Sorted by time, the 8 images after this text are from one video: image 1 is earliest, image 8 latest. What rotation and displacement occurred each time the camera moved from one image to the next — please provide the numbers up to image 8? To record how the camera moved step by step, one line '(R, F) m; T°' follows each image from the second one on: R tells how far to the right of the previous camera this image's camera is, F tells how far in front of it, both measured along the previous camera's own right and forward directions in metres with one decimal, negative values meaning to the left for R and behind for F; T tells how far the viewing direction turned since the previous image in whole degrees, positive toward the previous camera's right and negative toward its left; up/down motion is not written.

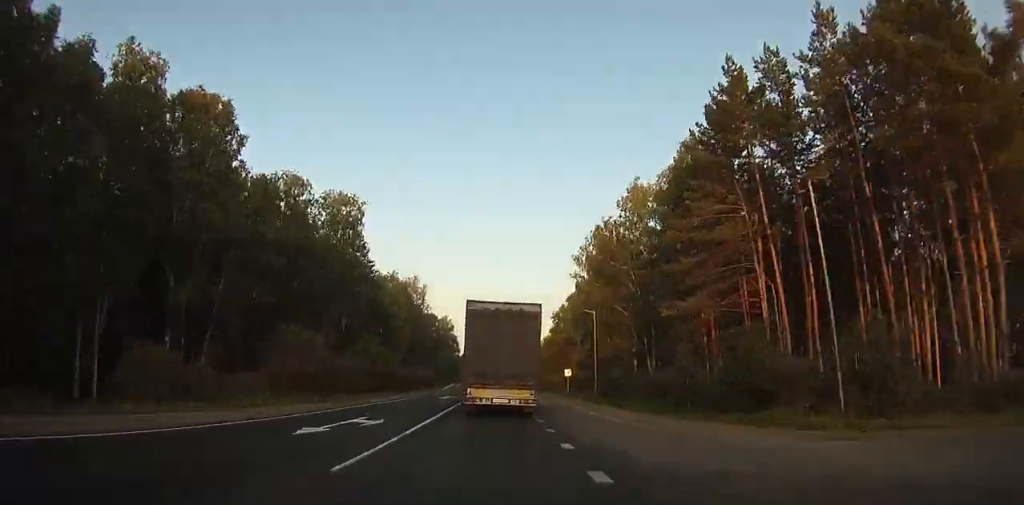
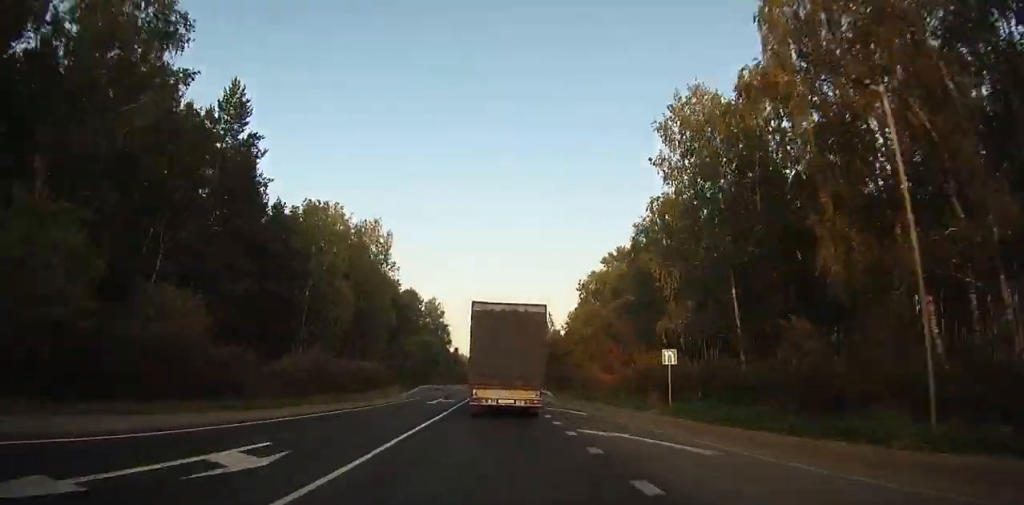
(+0.1, +42.9) m; 0°
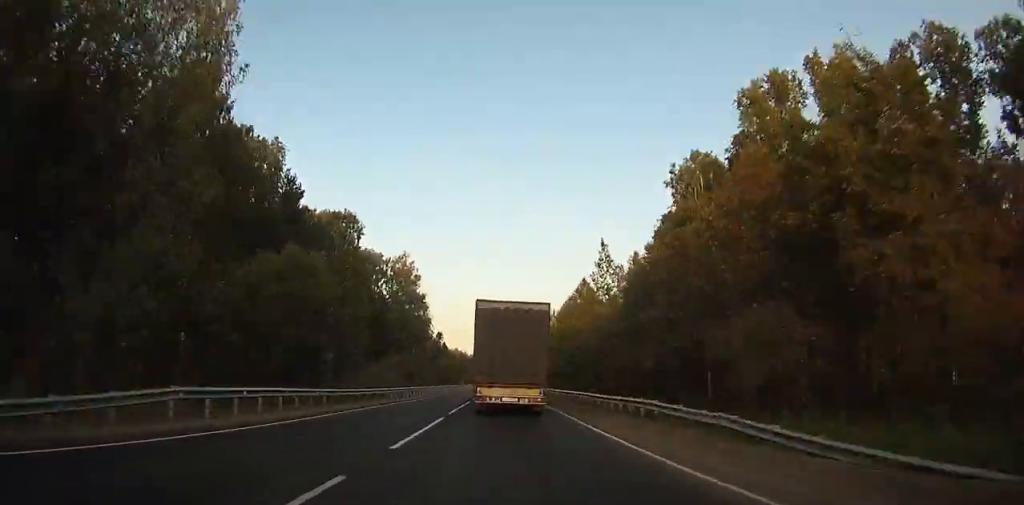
(-0.1, +51.5) m; -1°
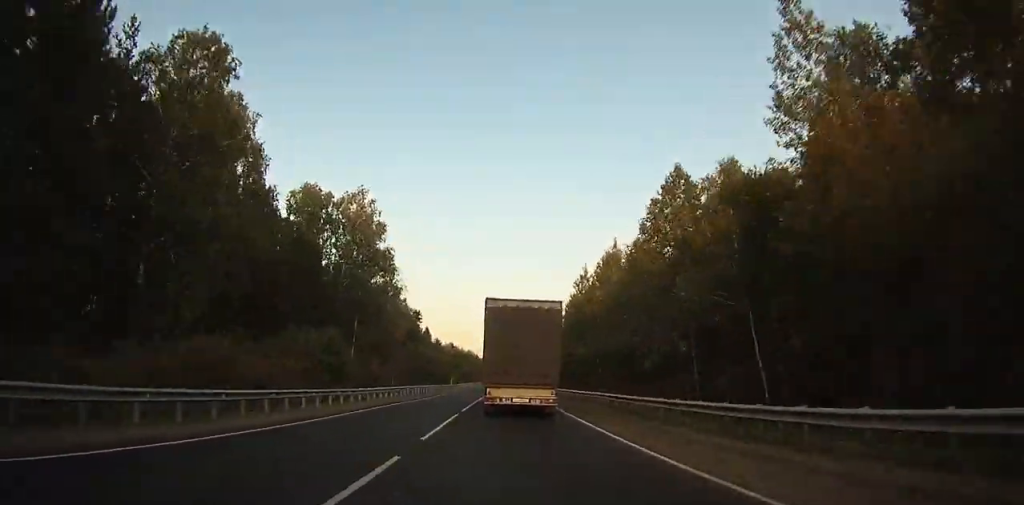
(-0.2, +37.8) m; 0°
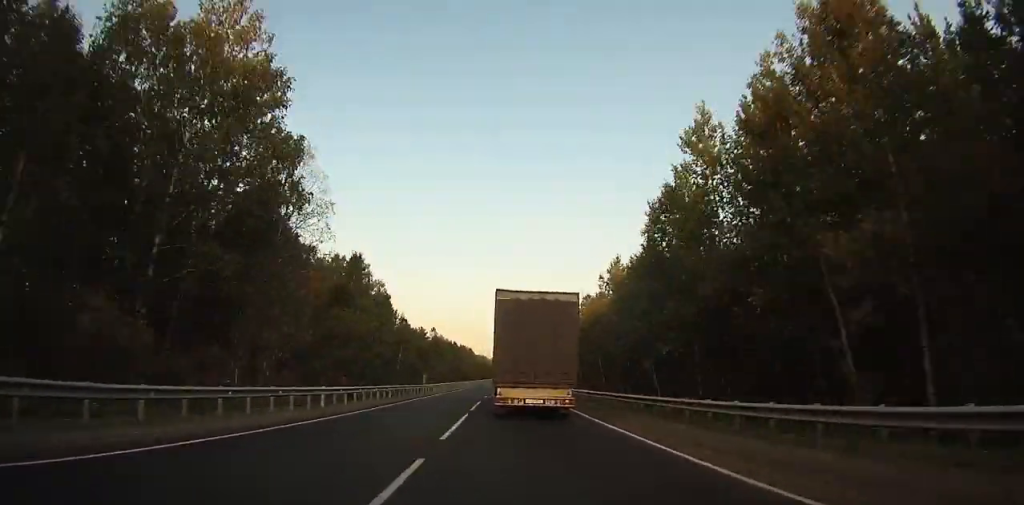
(0.0, +37.8) m; 0°
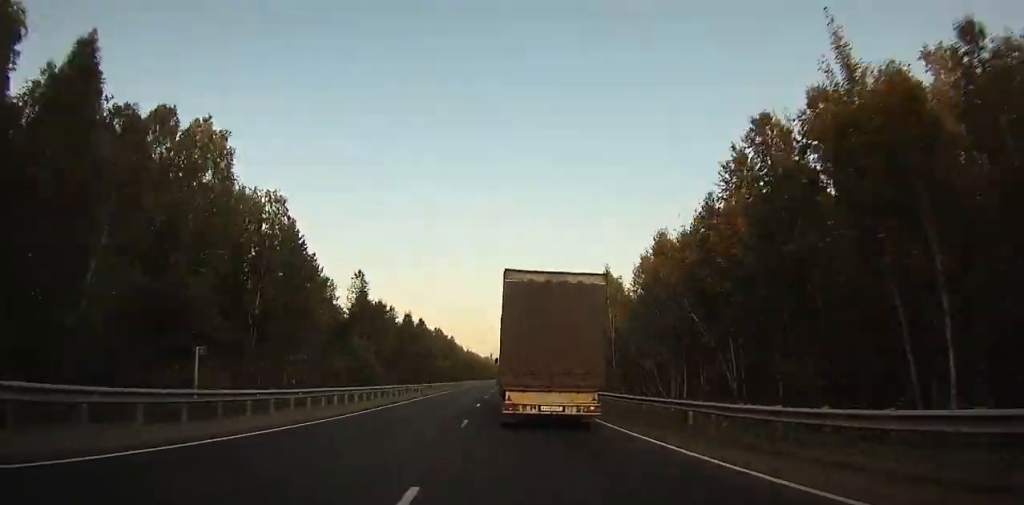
(-0.5, +51.4) m; 0°
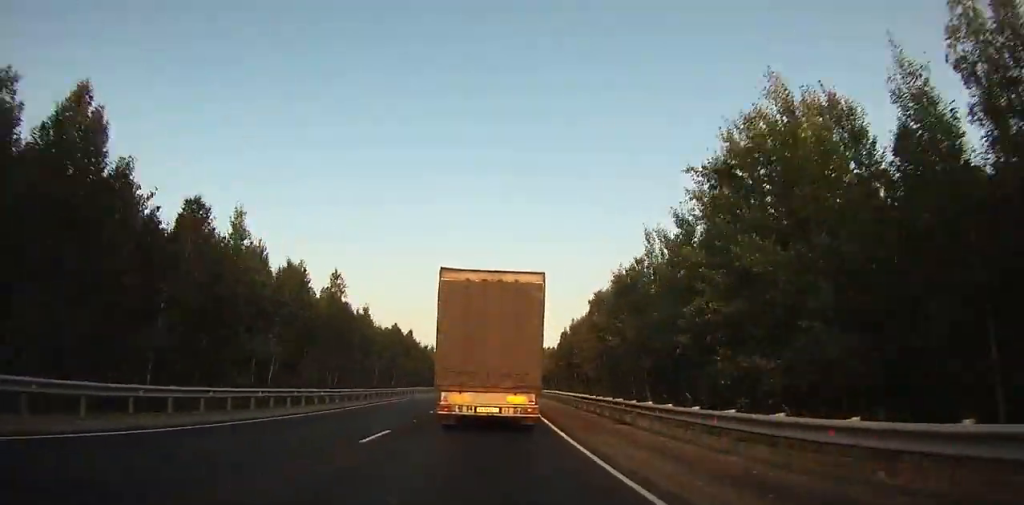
(+11.6, +250.5) m; +5°
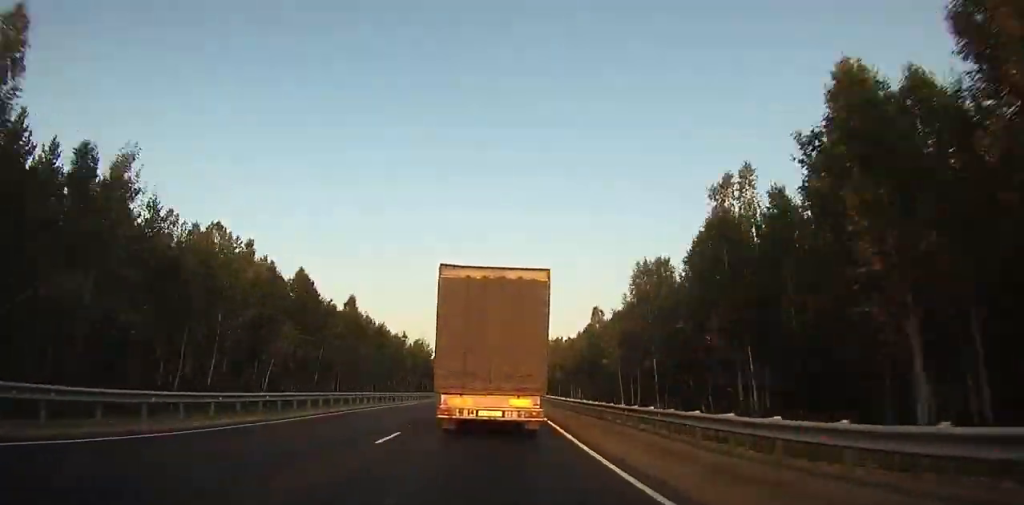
(+0.1, +34.8) m; 0°
